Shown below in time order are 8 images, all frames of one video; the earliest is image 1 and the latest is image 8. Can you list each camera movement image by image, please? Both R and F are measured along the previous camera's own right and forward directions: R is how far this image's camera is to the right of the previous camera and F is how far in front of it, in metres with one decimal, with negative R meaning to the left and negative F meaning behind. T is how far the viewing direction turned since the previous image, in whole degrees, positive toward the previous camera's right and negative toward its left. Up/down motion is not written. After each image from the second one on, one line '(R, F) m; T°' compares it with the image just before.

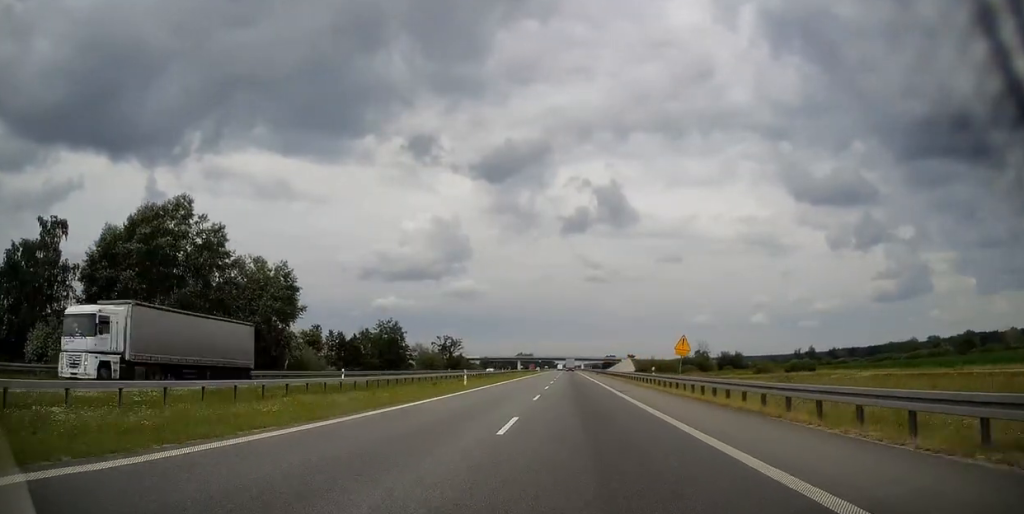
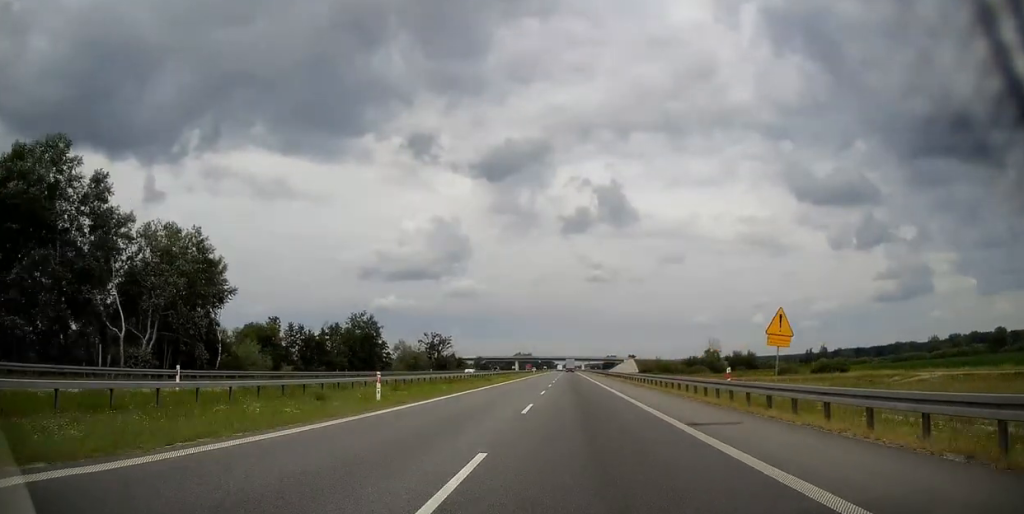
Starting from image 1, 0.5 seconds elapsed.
(0.0, +18.4) m; 0°
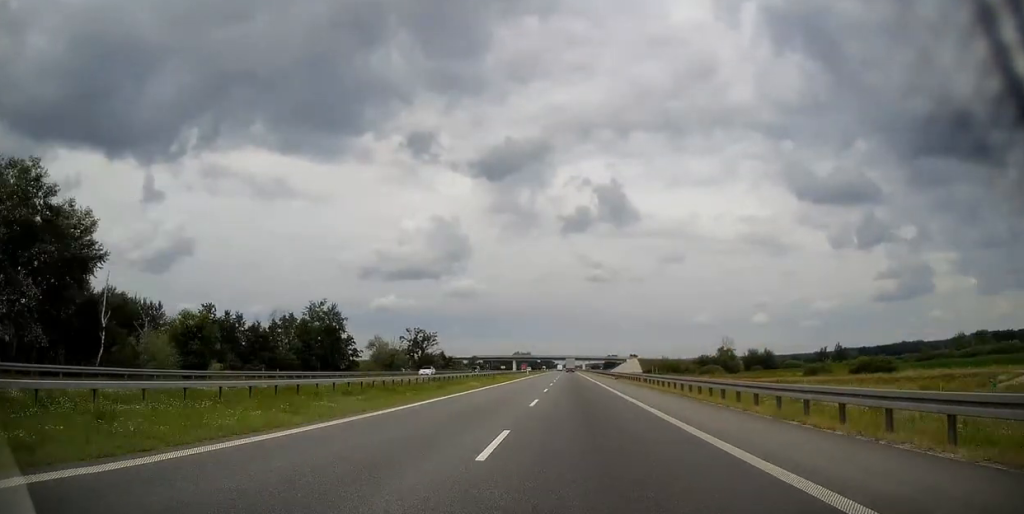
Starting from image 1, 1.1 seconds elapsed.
(0.0, +20.6) m; 0°
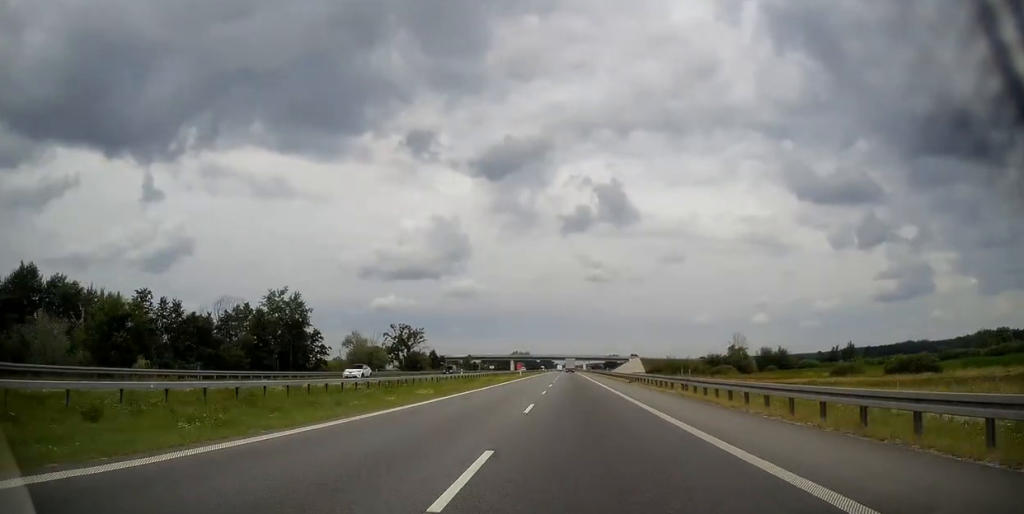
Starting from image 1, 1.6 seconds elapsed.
(0.0, +14.9) m; 0°
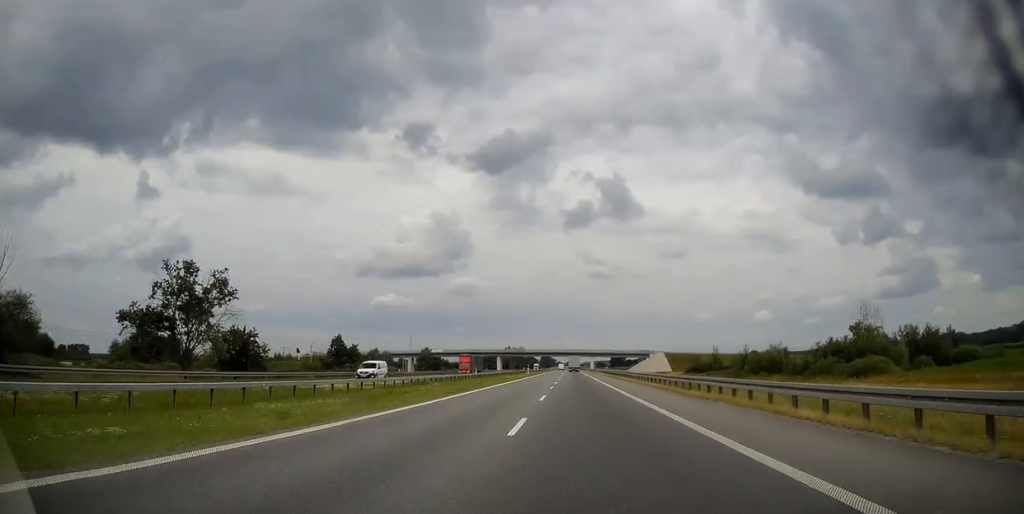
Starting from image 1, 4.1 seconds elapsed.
(+0.1, +88.7) m; 0°
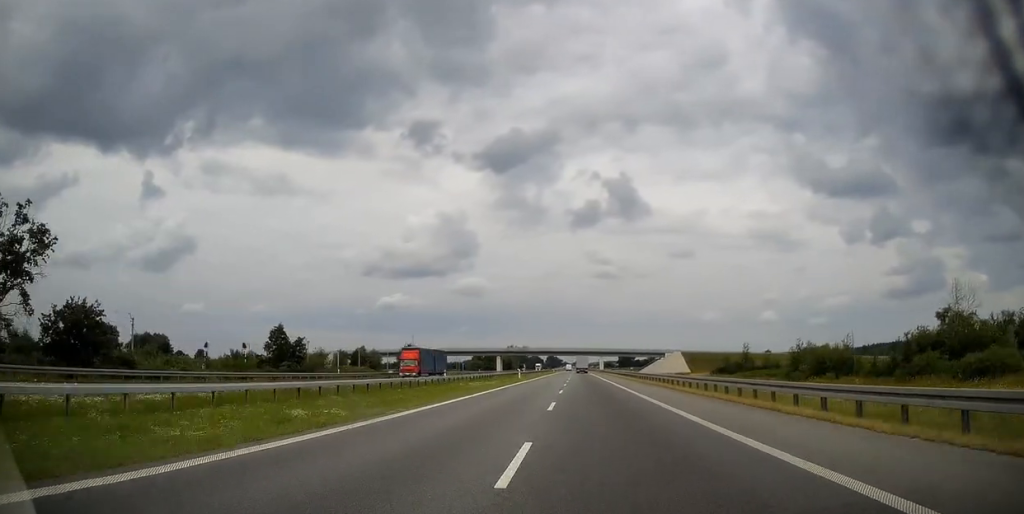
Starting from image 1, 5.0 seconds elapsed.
(0.0, +28.9) m; 0°
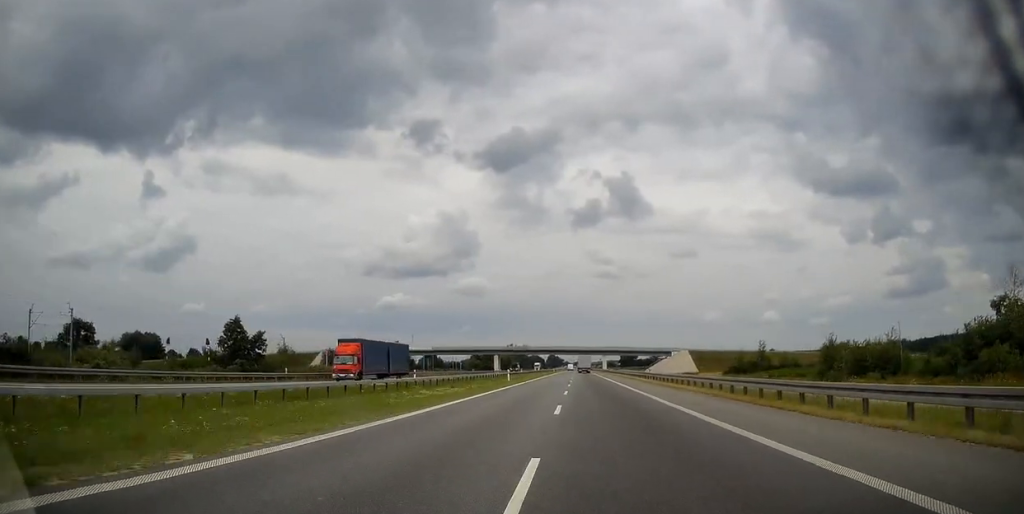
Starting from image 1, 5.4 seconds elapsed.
(0.0, +13.9) m; 0°
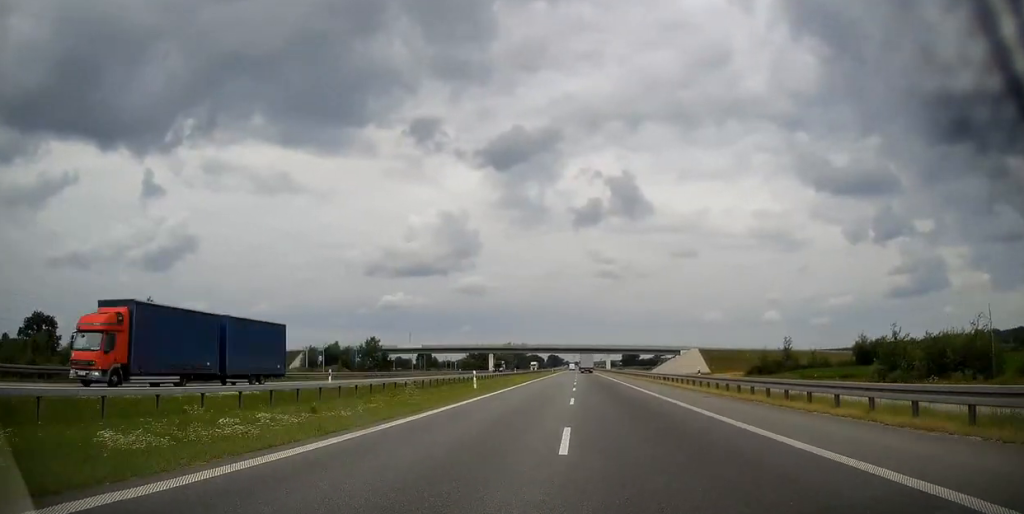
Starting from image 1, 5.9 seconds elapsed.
(-0.1, +19.7) m; 0°
